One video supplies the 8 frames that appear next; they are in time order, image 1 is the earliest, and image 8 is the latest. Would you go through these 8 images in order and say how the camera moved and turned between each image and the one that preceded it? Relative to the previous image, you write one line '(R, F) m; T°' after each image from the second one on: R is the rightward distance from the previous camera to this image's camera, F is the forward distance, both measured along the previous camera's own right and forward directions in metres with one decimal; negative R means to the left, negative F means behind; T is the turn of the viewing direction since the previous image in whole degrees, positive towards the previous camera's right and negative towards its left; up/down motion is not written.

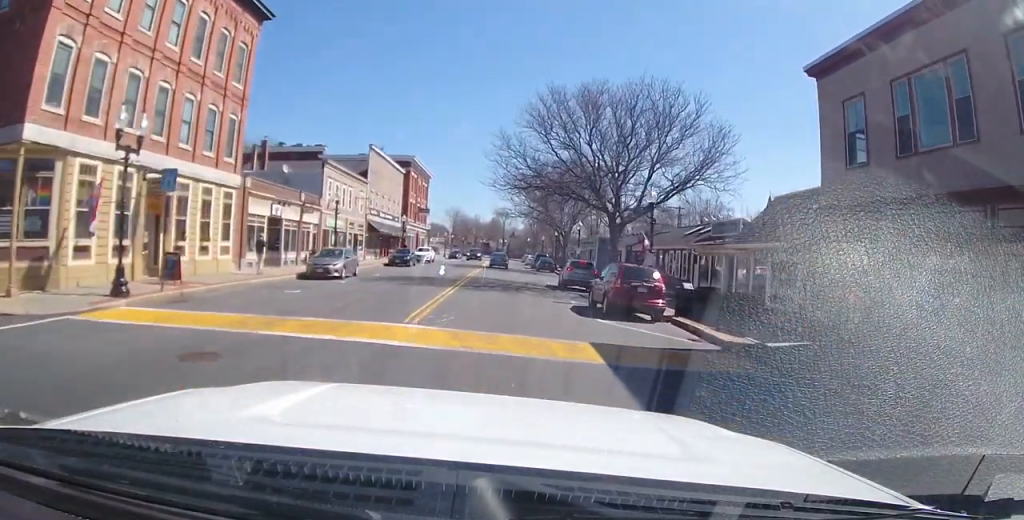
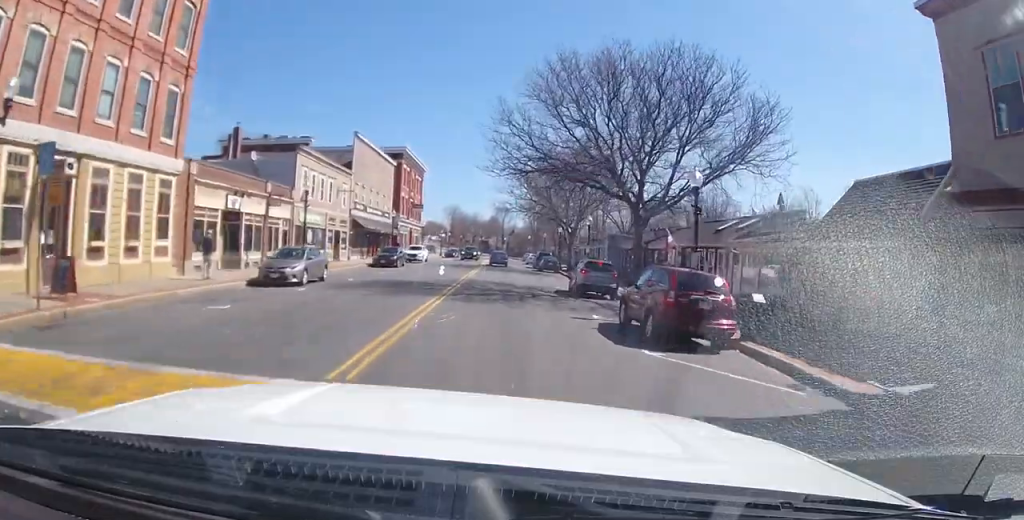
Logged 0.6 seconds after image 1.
(-0.3, +5.3) m; 0°
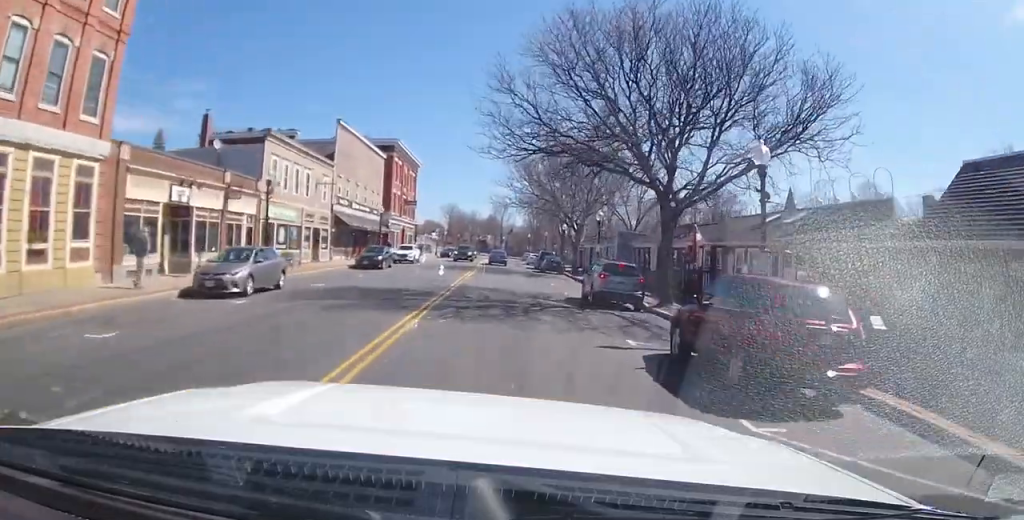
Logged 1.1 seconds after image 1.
(+0.3, +4.8) m; +2°
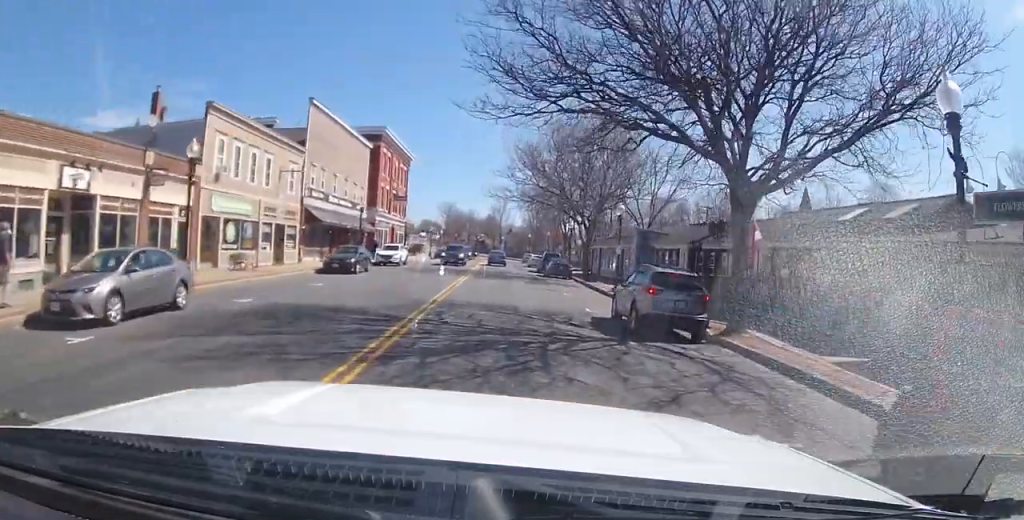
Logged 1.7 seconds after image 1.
(+0.2, +6.5) m; +2°
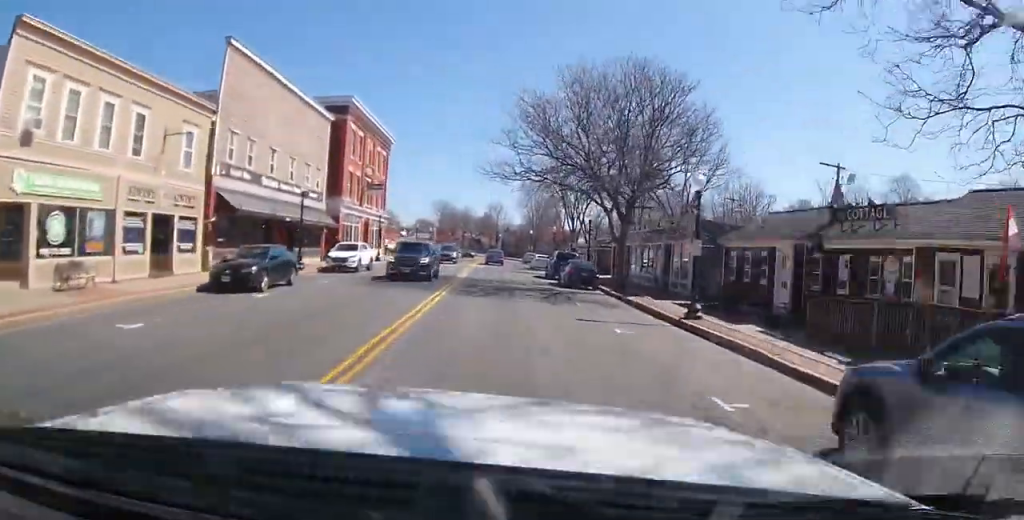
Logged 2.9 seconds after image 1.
(0.0, +12.0) m; 0°
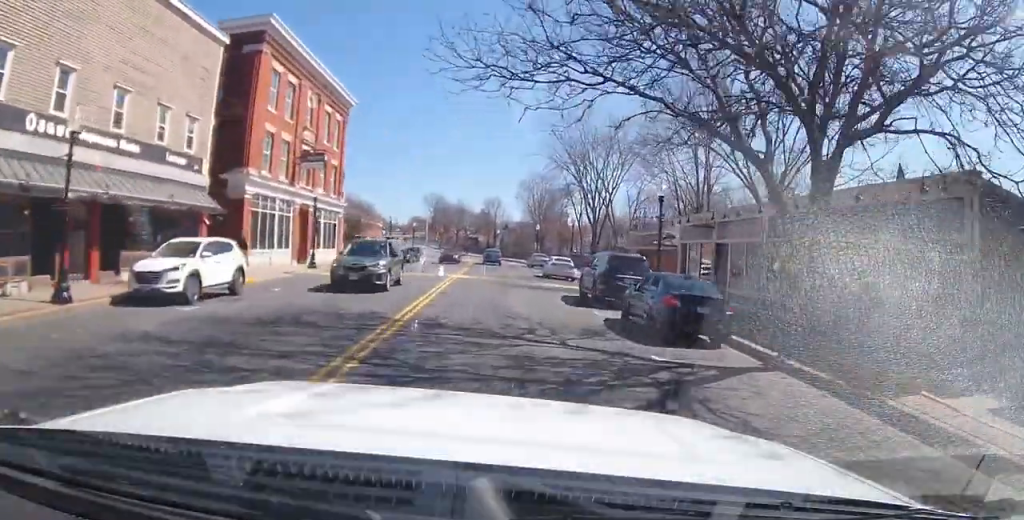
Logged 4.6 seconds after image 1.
(0.0, +17.5) m; -2°
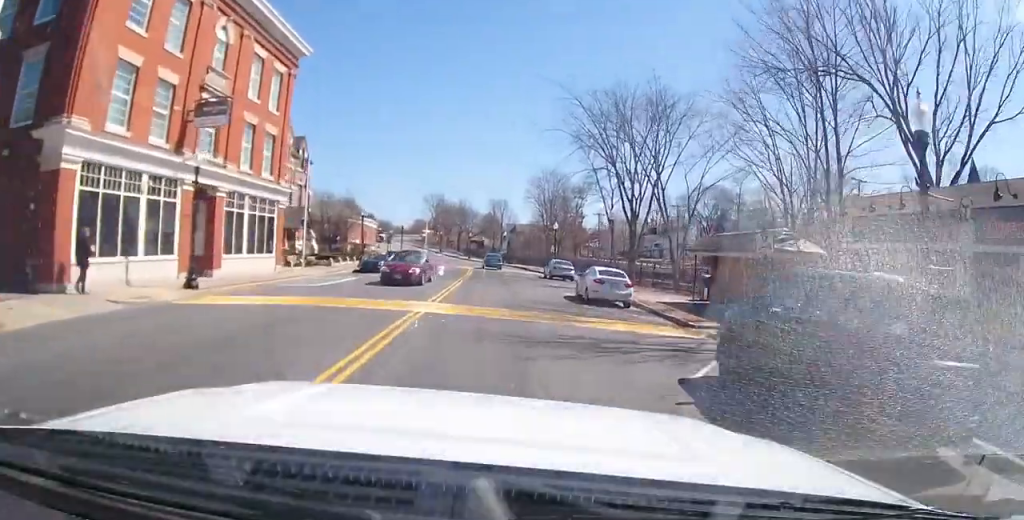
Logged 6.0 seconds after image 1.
(-0.6, +14.2) m; -3°
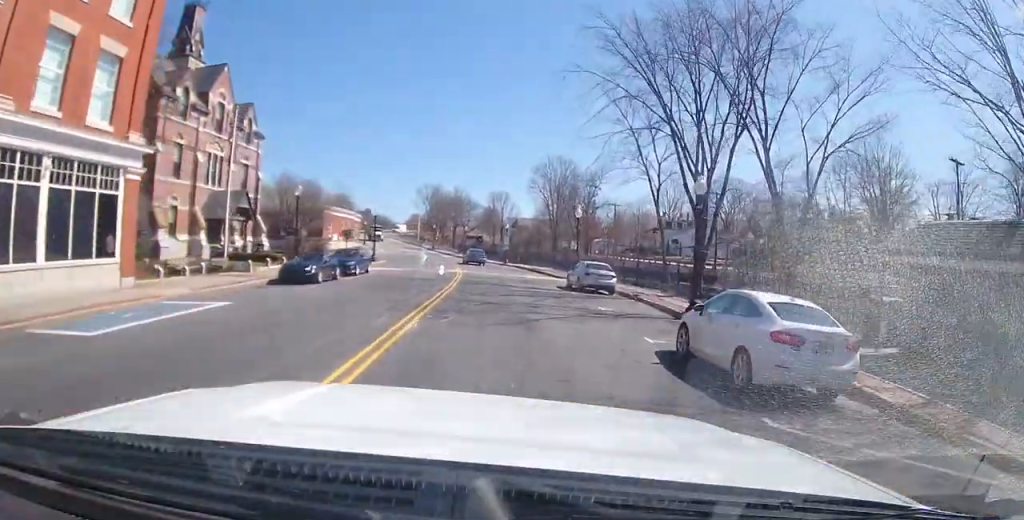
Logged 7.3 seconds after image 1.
(0.0, +14.5) m; 0°
